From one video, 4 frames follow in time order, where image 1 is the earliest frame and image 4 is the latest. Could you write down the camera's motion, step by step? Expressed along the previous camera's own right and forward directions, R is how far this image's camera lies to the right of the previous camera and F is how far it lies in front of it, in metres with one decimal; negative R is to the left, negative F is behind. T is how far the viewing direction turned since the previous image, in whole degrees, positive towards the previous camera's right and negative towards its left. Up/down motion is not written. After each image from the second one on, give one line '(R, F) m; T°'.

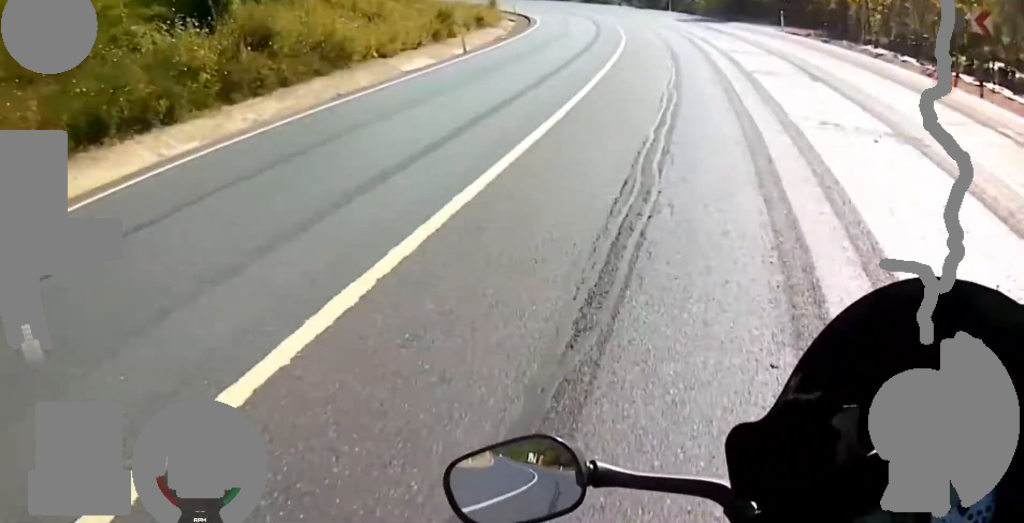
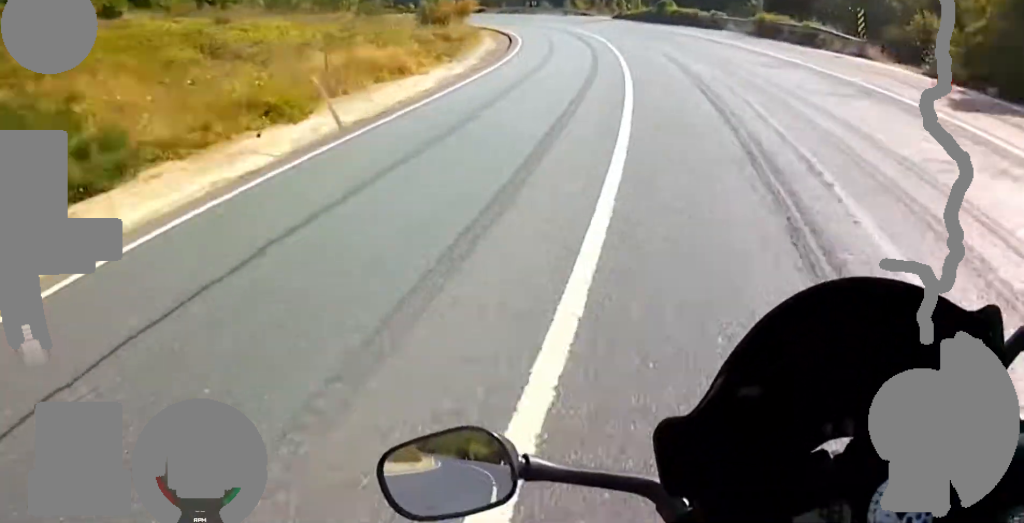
(-0.1, +49.2) m; 0°
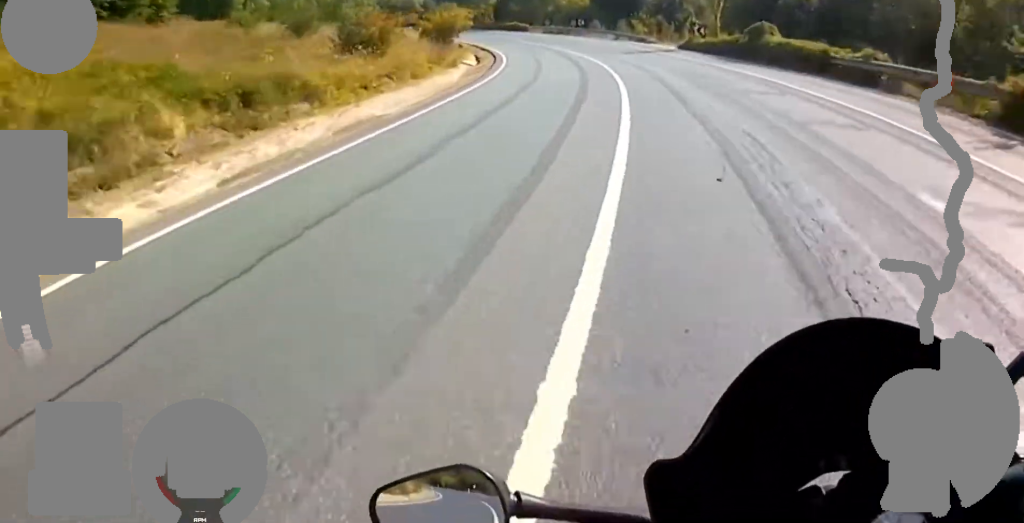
(-0.7, +20.9) m; -1°
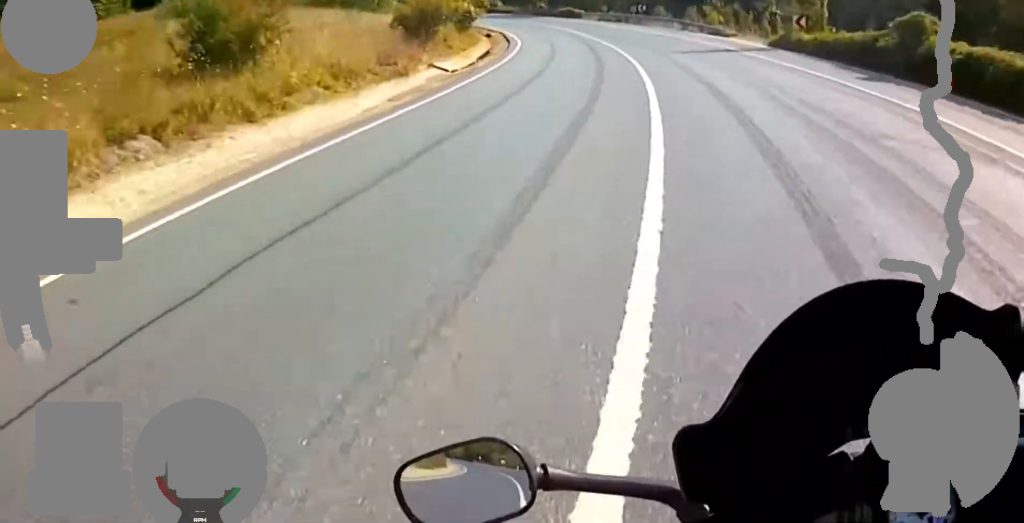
(+0.2, +12.7) m; +1°
